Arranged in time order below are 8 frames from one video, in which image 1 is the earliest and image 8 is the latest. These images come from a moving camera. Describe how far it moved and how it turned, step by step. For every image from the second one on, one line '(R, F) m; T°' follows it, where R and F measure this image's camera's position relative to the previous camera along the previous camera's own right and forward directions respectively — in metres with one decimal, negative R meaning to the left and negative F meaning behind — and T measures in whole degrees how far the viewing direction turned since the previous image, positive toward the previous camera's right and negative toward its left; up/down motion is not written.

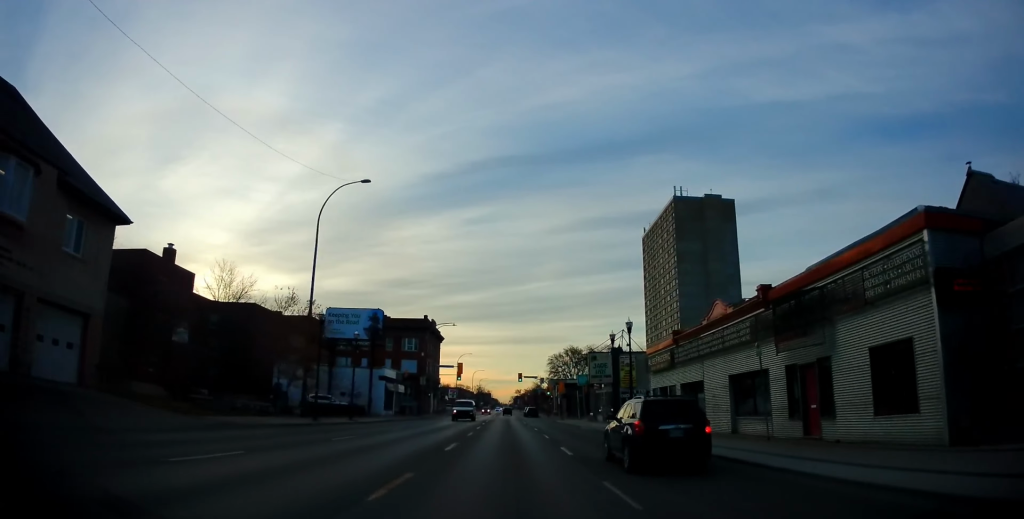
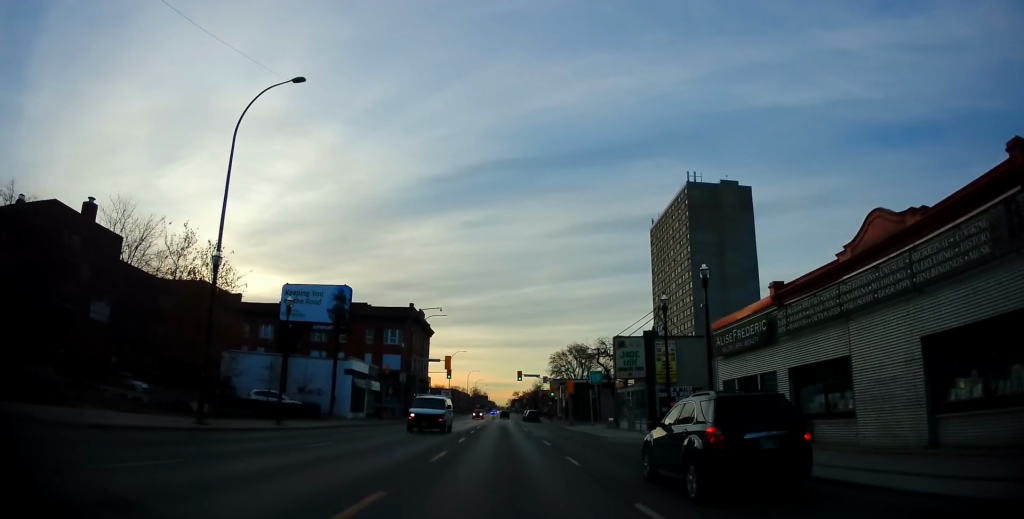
(+0.4, +11.7) m; +1°
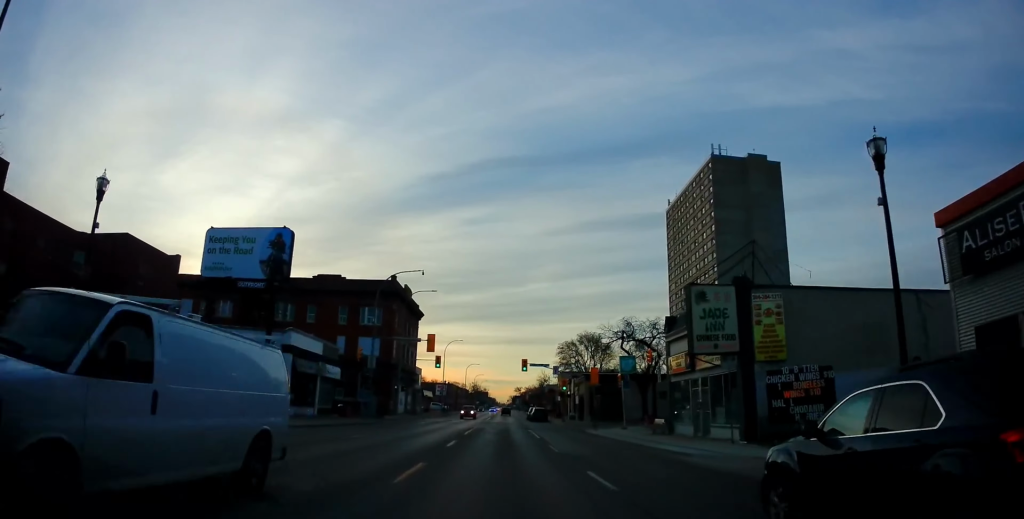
(-0.1, +13.7) m; 0°
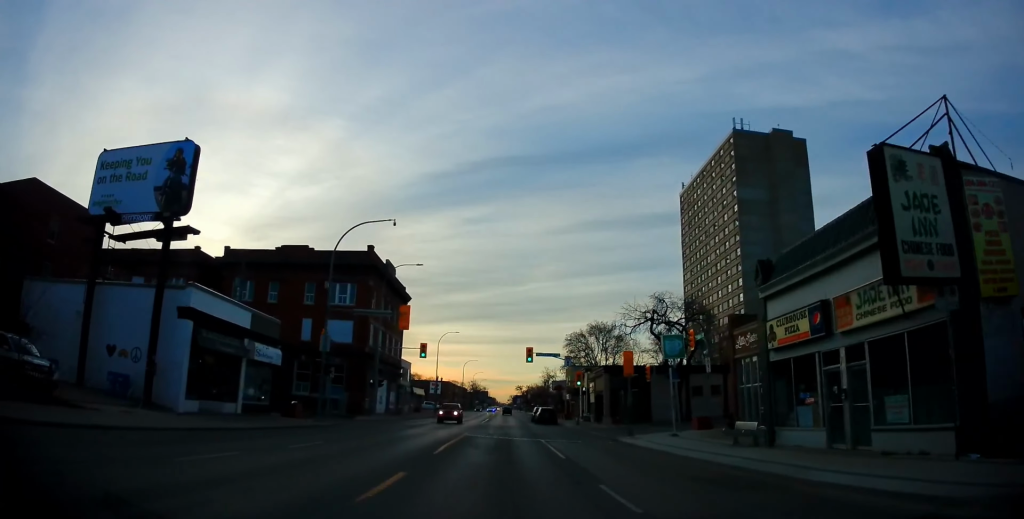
(+0.1, +11.3) m; 0°
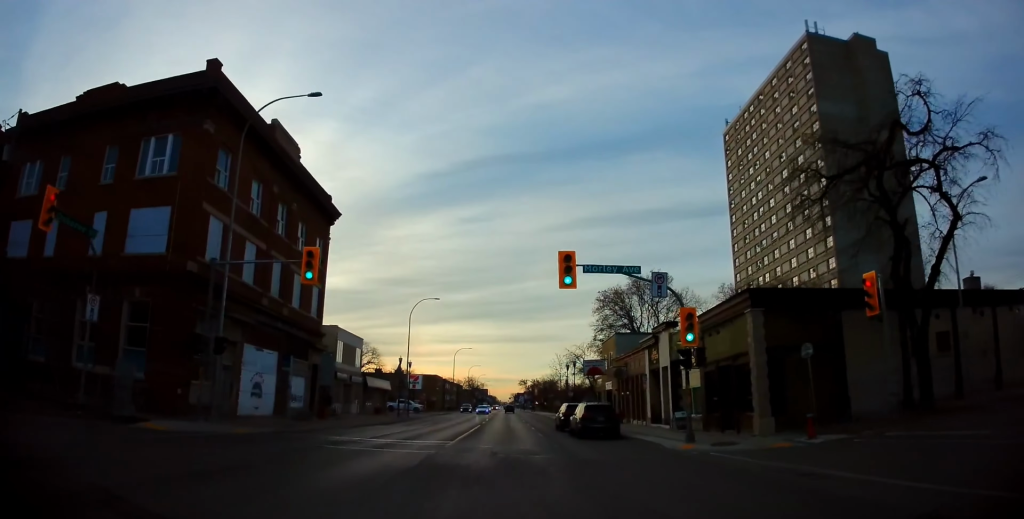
(-0.4, +29.9) m; -1°
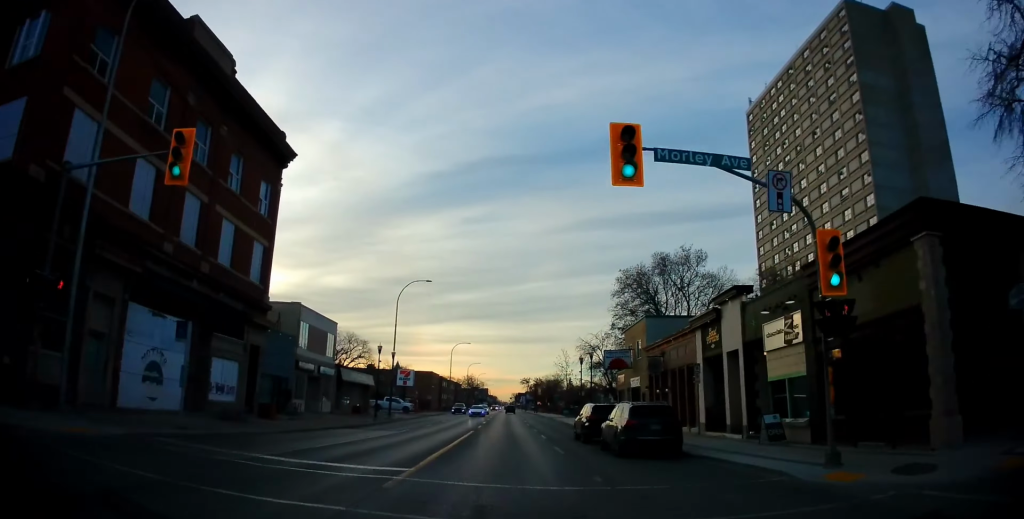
(0.0, +9.6) m; 0°
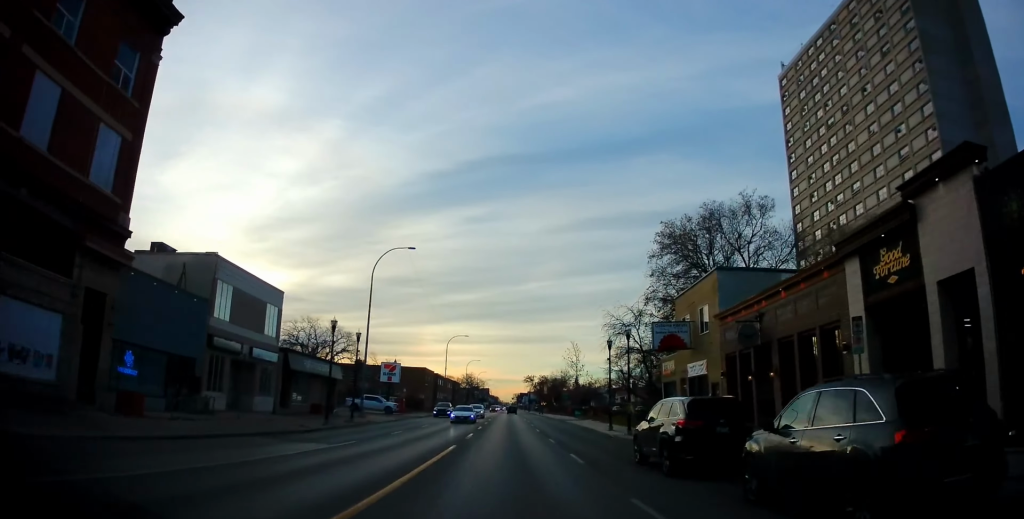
(+0.3, +12.4) m; -1°
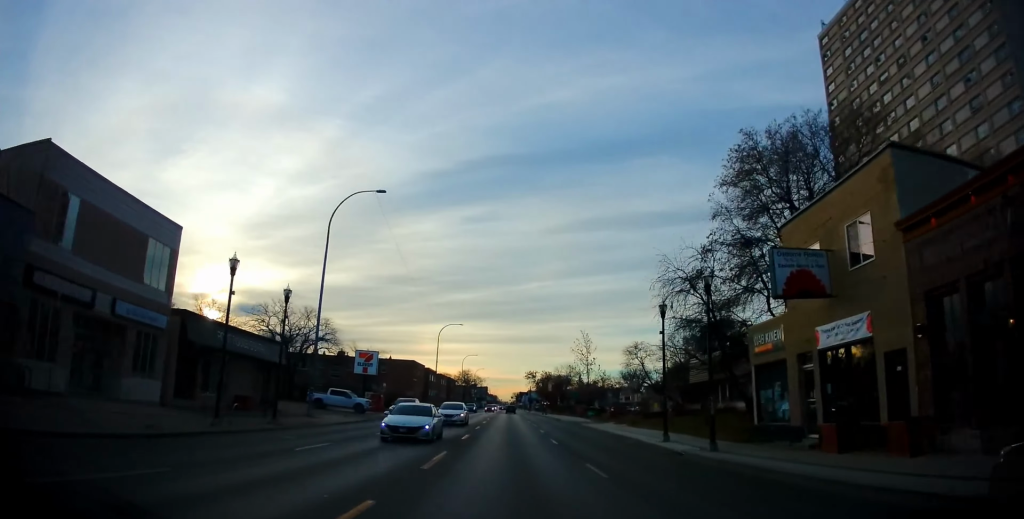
(-0.4, +12.3) m; 0°
